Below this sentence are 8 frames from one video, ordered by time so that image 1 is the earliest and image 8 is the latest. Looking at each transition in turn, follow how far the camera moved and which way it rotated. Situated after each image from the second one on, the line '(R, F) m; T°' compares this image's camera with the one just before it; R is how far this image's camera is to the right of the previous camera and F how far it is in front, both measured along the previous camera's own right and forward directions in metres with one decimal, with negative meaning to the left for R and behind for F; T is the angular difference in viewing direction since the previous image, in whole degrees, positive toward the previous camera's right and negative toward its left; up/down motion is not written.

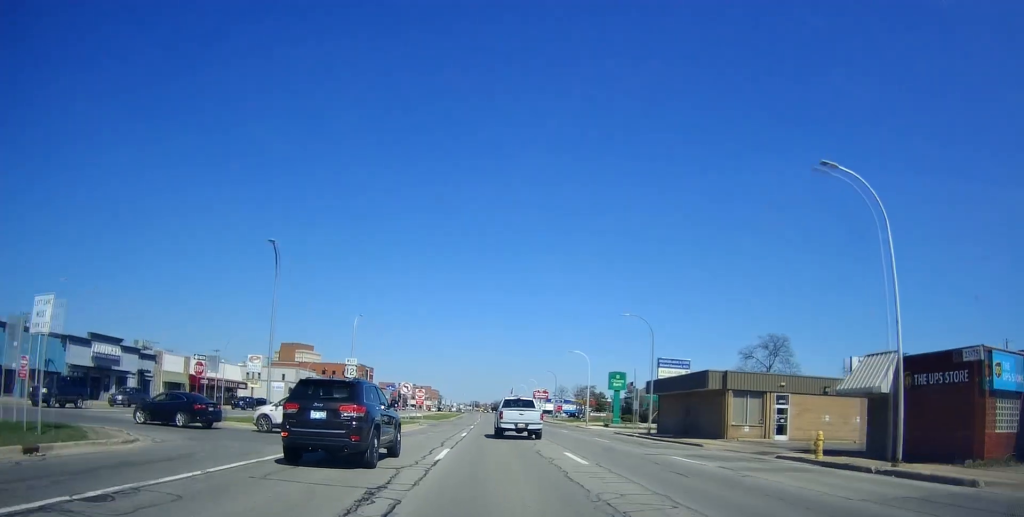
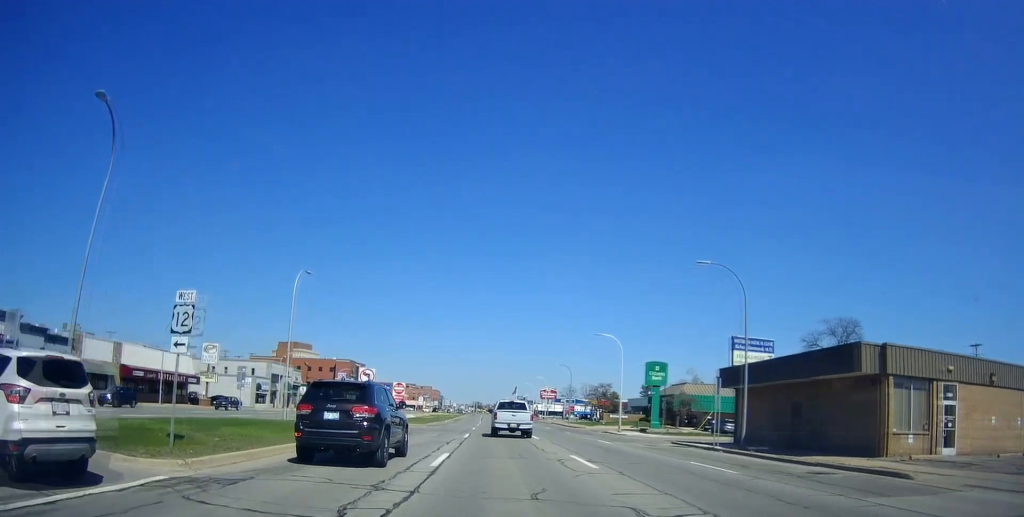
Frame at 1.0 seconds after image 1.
(-0.2, +16.6) m; 0°
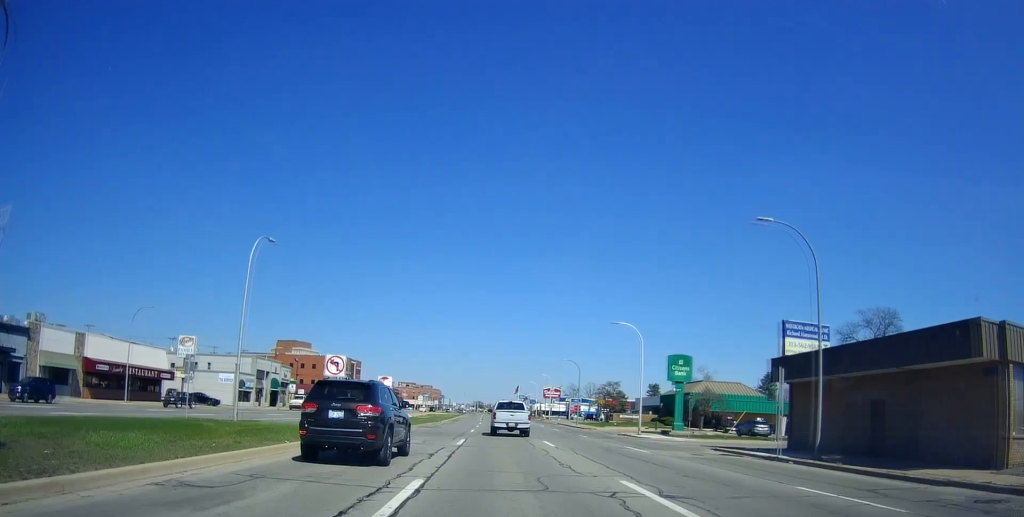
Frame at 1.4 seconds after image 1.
(0.0, +7.0) m; 0°
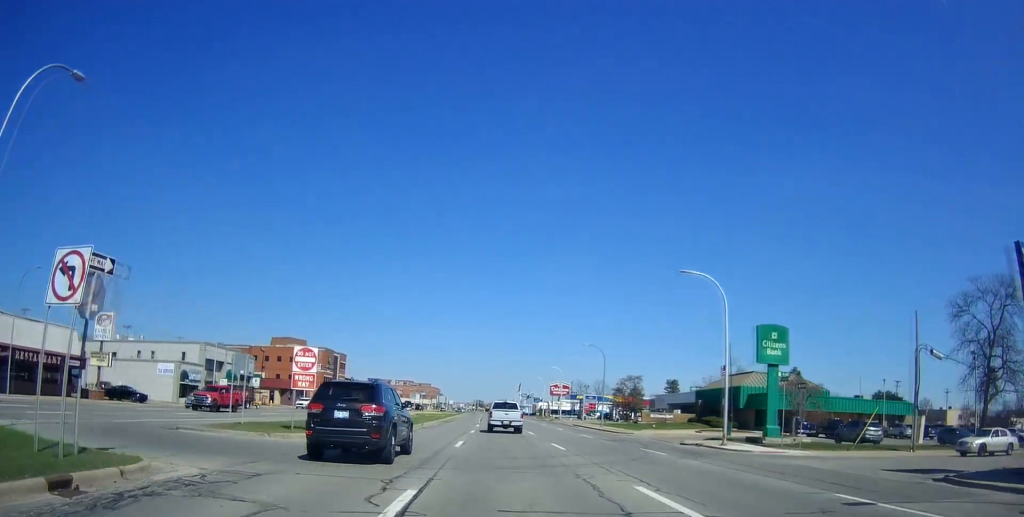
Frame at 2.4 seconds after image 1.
(+0.2, +17.8) m; +1°
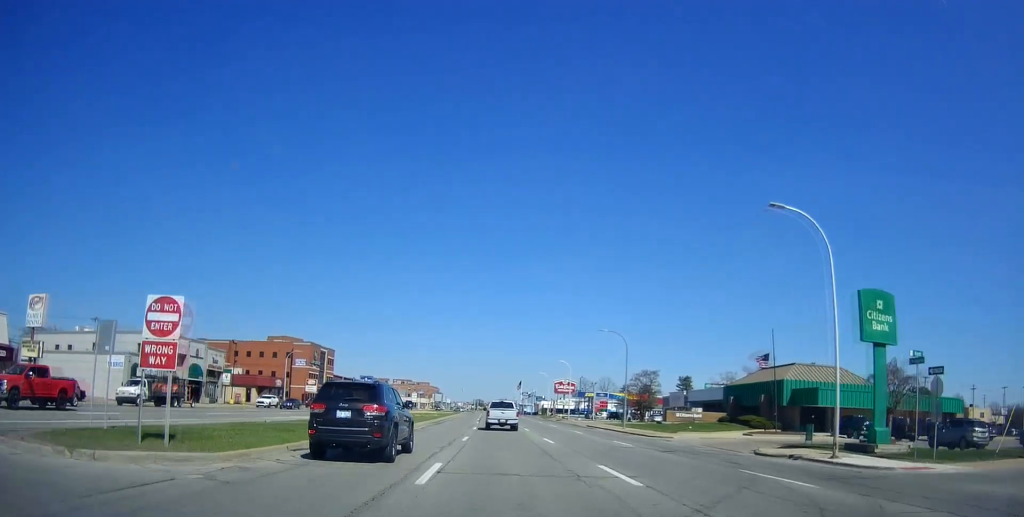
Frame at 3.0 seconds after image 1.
(+0.1, +11.0) m; 0°
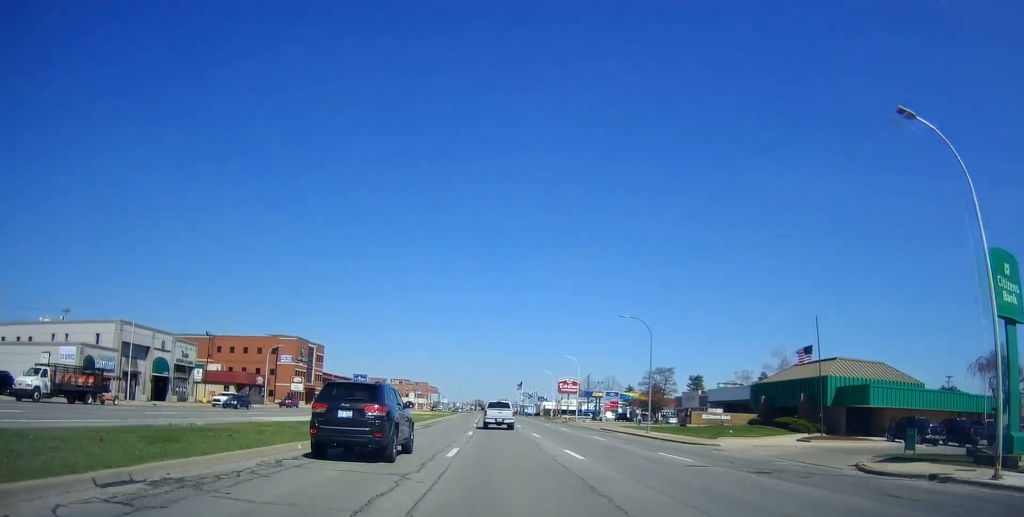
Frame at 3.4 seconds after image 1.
(0.0, +8.6) m; 0°
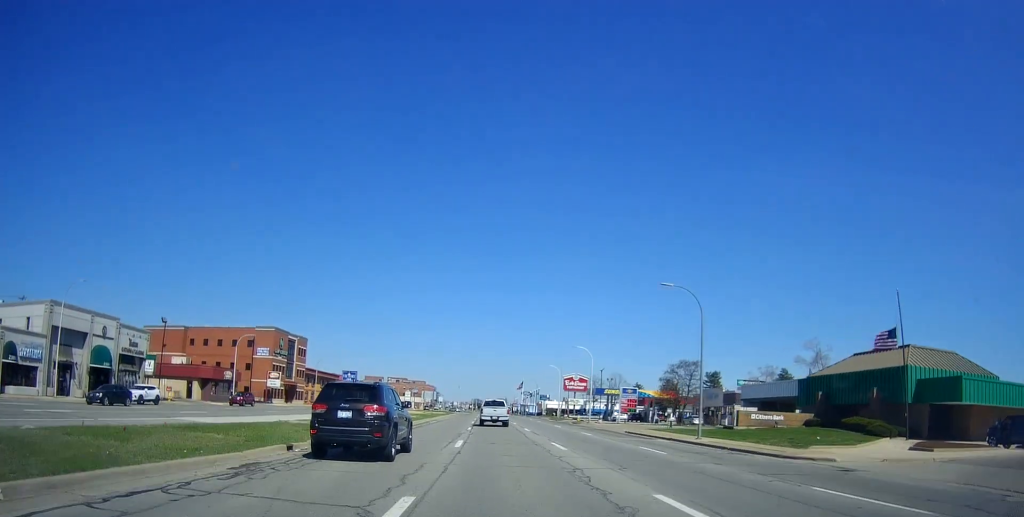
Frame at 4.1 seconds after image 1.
(0.0, +11.7) m; 0°
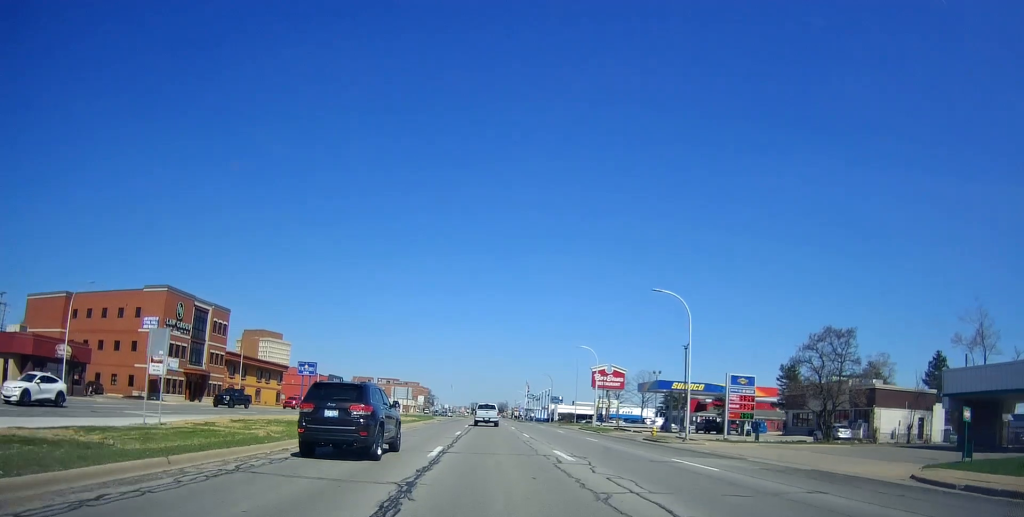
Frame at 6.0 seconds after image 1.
(+1.2, +36.1) m; +1°
